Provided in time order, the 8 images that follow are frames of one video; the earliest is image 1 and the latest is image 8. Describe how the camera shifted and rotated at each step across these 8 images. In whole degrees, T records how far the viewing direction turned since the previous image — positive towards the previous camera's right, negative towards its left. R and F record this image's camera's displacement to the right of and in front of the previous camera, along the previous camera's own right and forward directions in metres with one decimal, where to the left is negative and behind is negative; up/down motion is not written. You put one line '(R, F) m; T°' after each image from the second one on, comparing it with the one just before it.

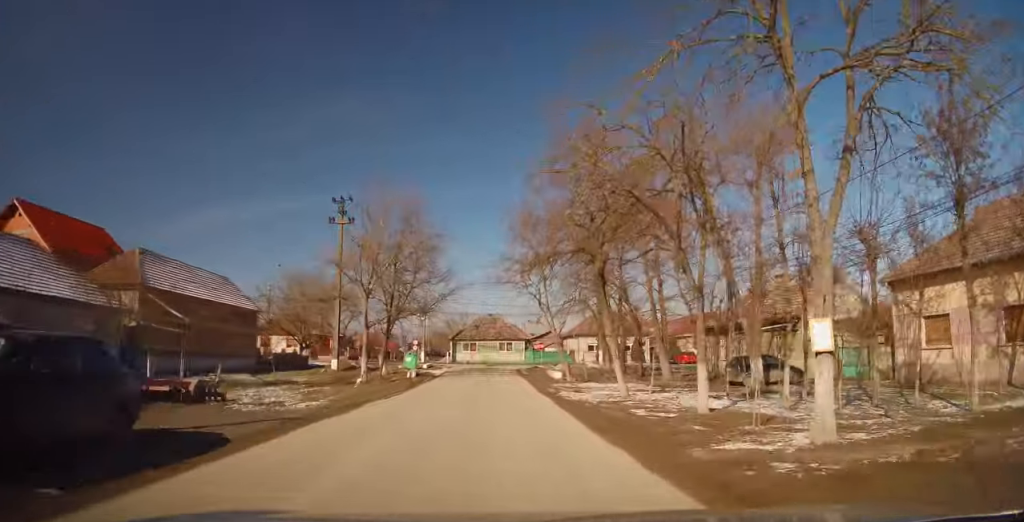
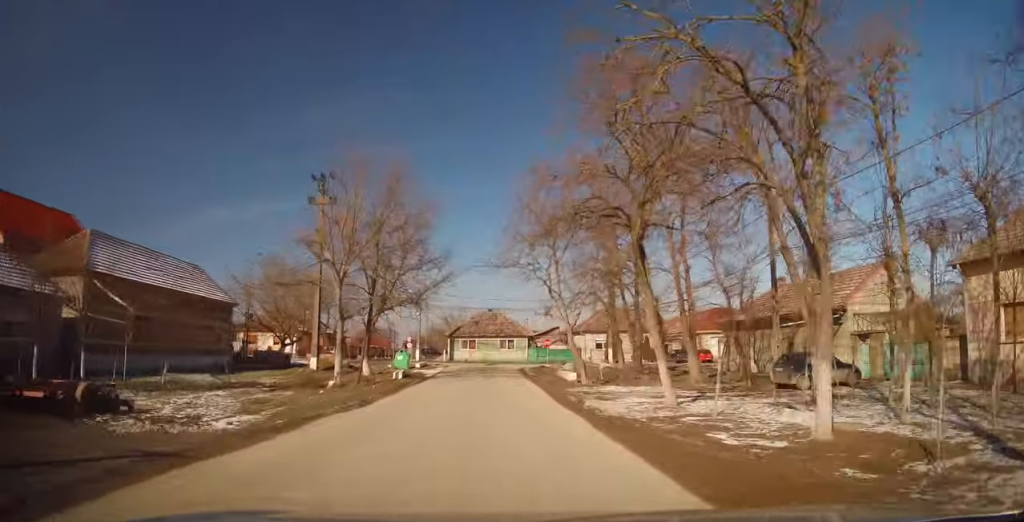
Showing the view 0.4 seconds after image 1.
(+0.1, +4.7) m; 0°
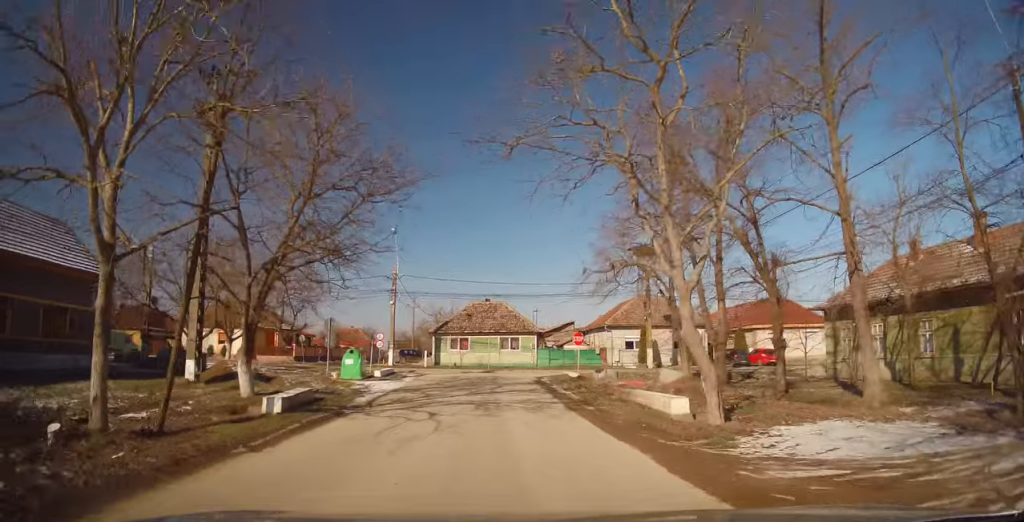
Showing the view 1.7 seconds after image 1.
(0.0, +14.5) m; -1°
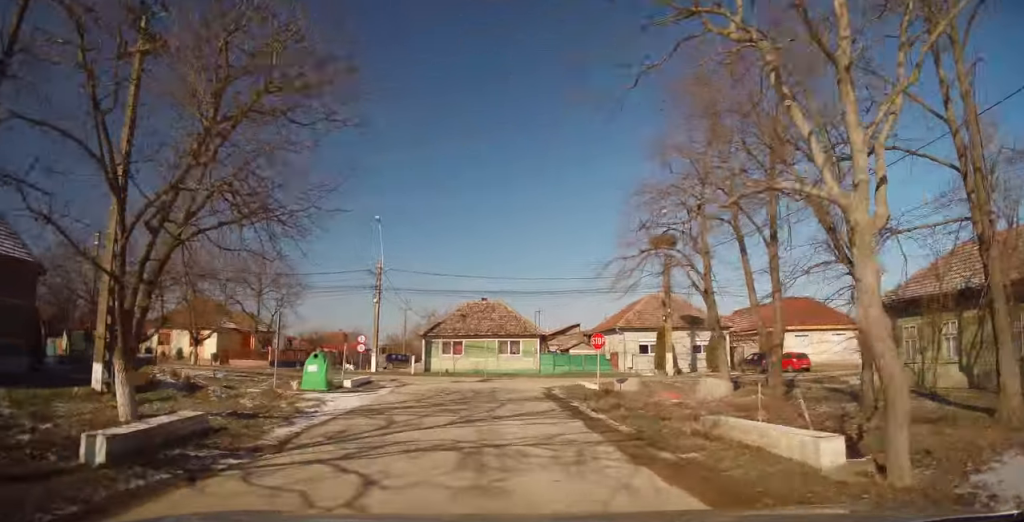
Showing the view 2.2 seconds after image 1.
(0.0, +5.4) m; -1°
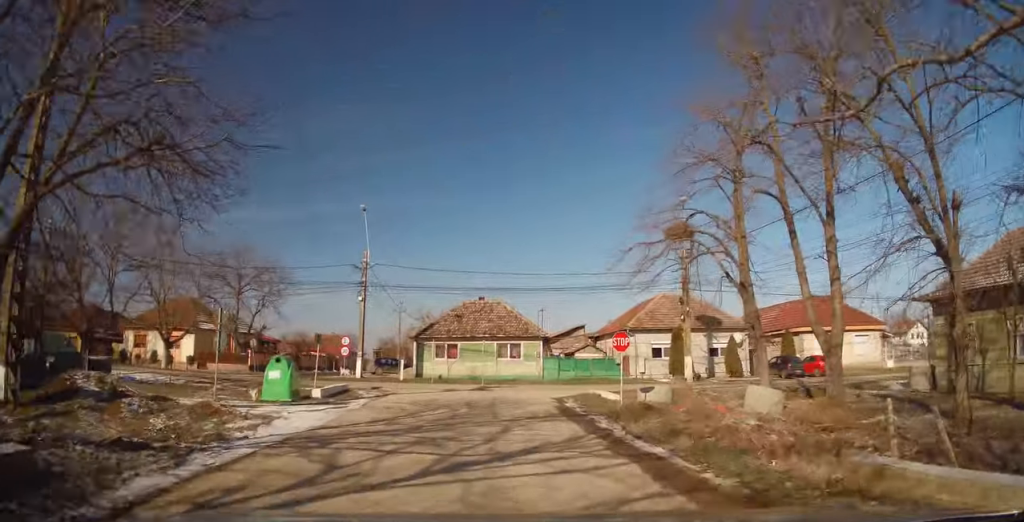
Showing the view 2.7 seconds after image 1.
(0.0, +4.1) m; 0°
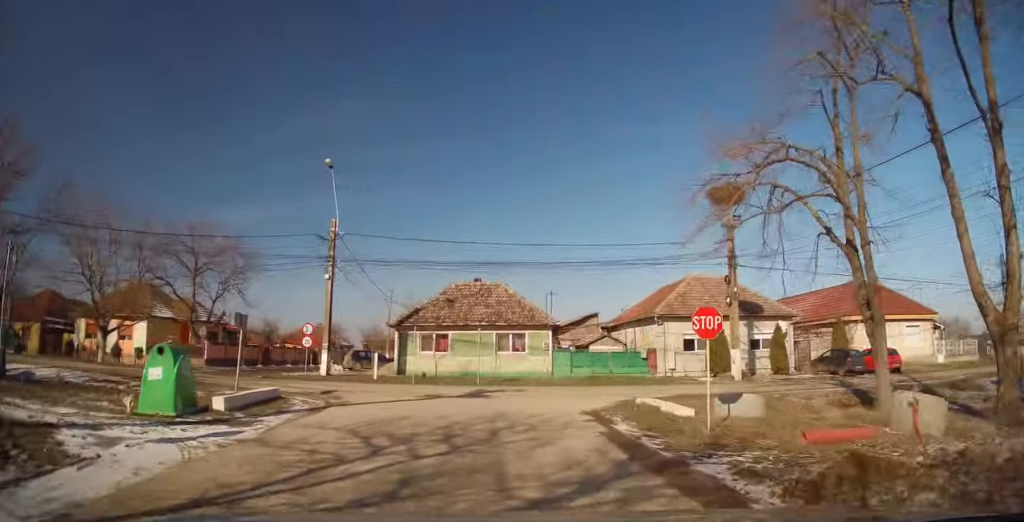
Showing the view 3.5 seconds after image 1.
(0.0, +7.4) m; +2°
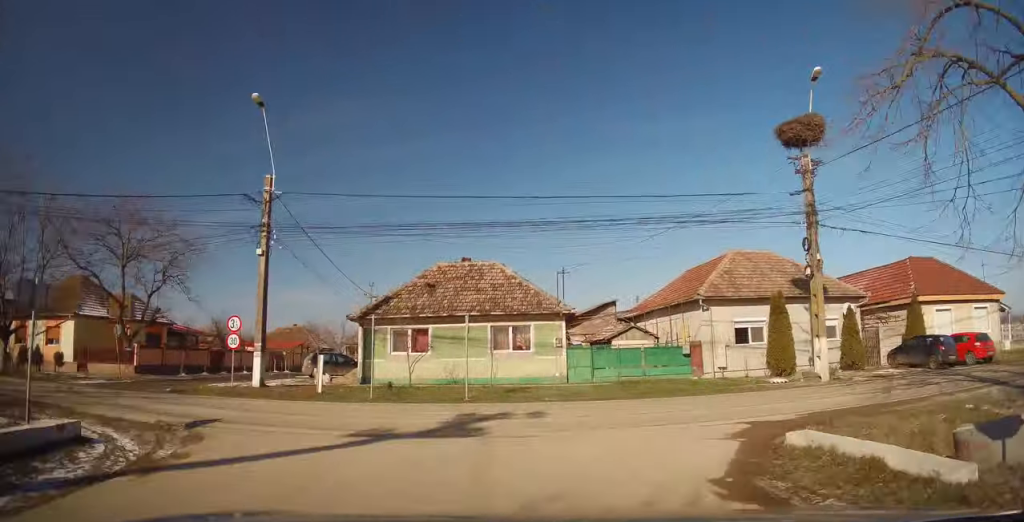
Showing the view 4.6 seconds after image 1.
(+0.3, +7.4) m; +4°
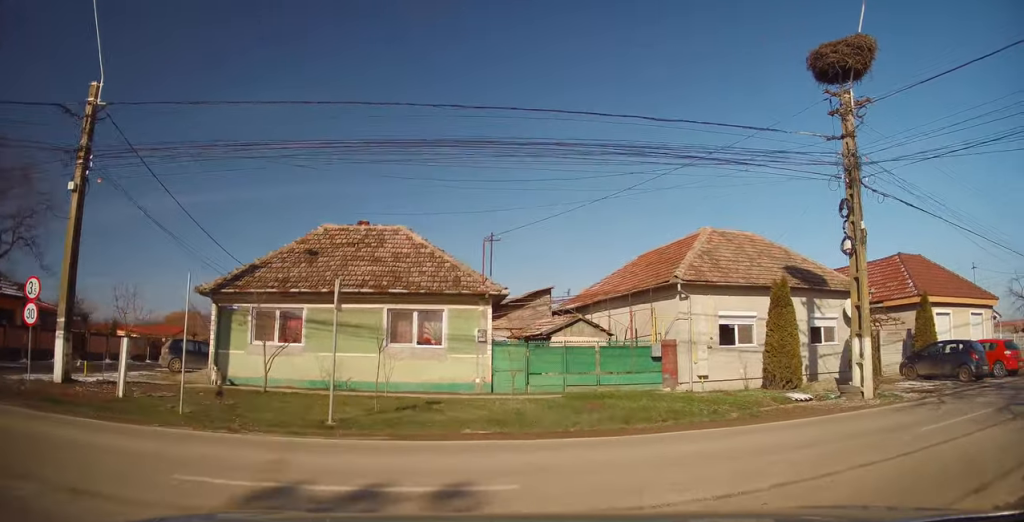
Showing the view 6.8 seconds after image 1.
(-0.1, +9.0) m; +9°
